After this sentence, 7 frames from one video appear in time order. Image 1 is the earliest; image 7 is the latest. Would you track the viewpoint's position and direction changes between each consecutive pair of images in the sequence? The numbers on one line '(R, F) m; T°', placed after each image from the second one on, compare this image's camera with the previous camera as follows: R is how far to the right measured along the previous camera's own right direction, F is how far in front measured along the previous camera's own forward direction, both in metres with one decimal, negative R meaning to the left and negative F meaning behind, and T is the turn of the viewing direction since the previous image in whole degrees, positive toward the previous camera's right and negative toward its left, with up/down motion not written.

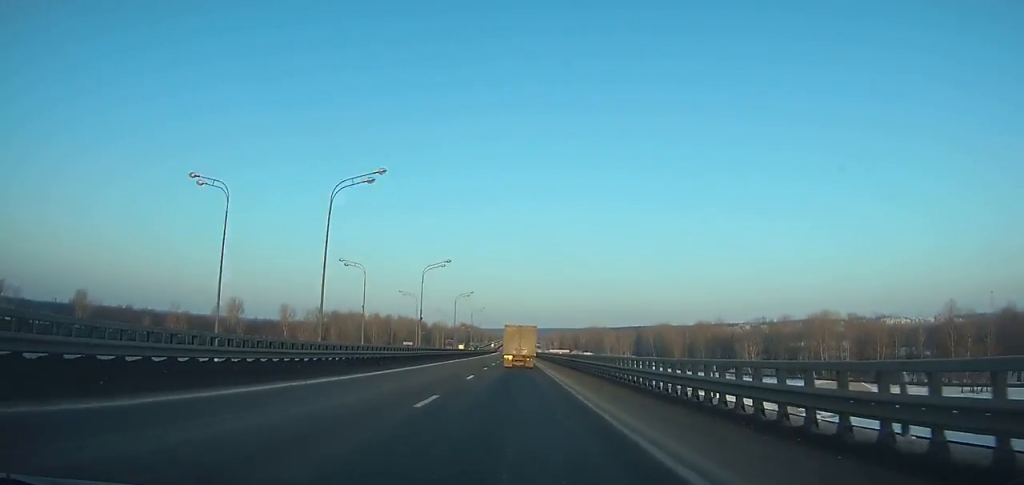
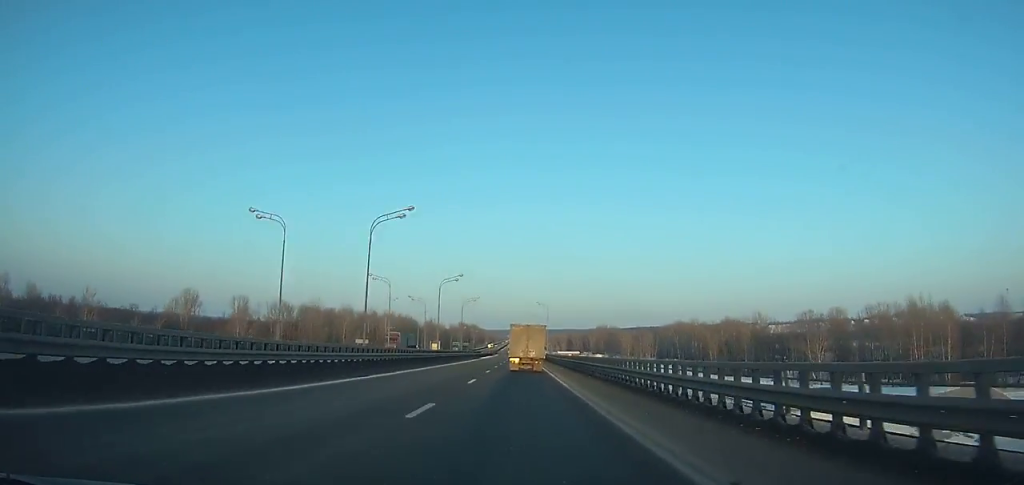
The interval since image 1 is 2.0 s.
(-0.1, +47.9) m; 0°
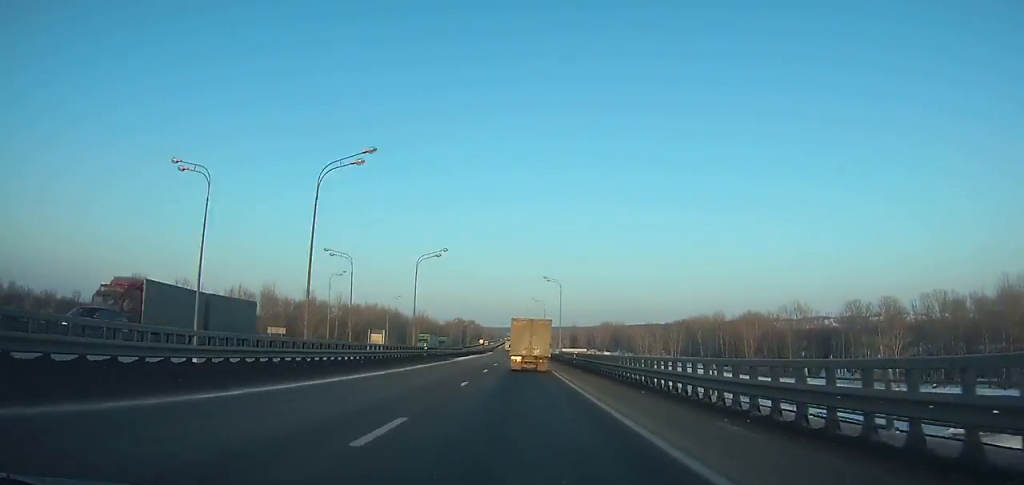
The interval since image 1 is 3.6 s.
(0.0, +37.8) m; 0°
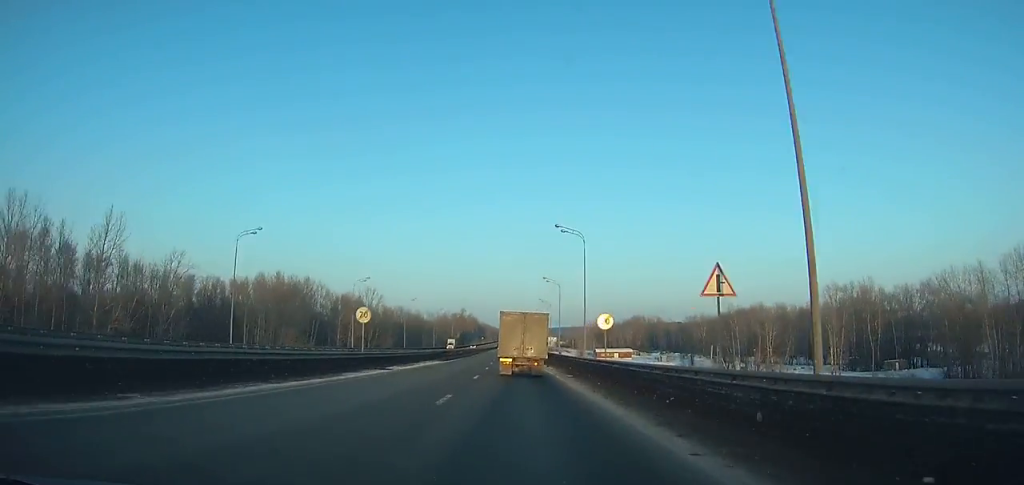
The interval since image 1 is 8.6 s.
(-1.2, +112.5) m; -2°
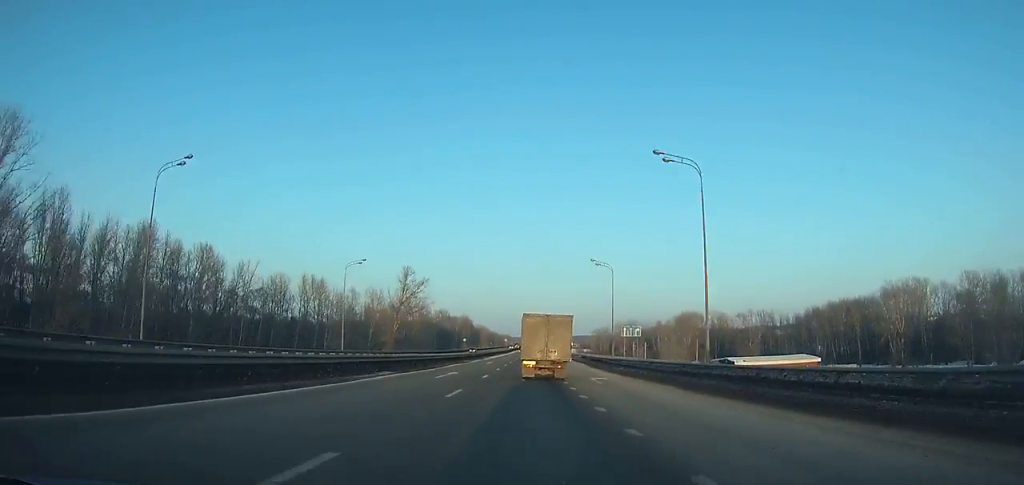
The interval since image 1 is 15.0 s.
(-0.3, +141.4) m; +1°
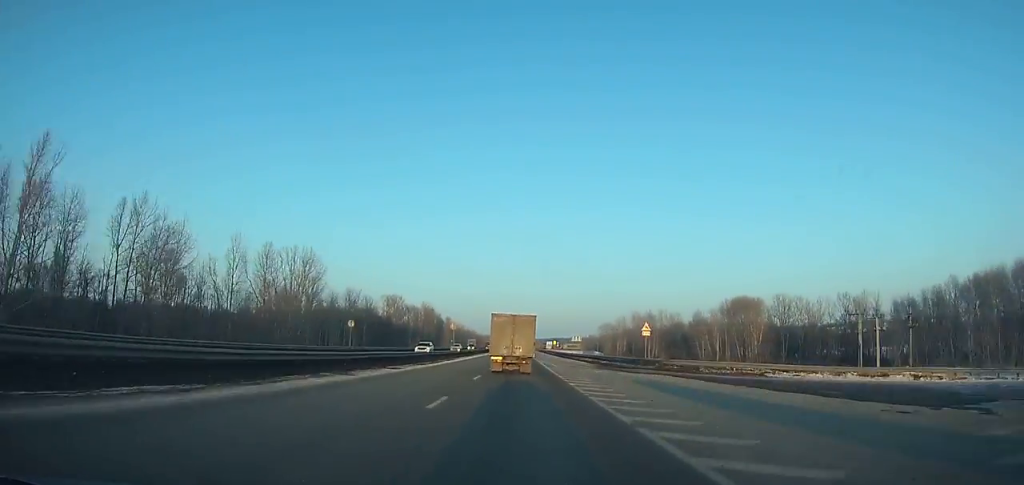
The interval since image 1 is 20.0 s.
(+1.7, +110.9) m; +1°
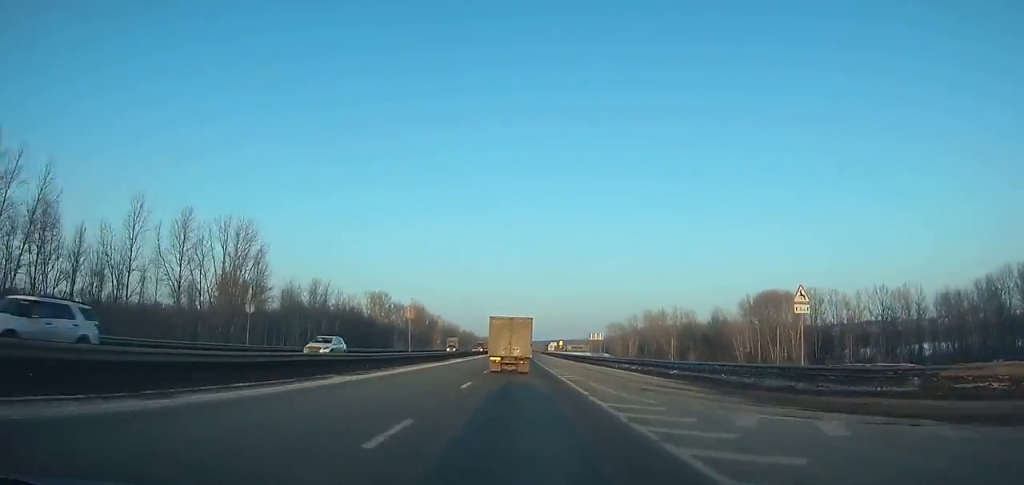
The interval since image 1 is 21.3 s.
(0.0, +28.9) m; 0°
